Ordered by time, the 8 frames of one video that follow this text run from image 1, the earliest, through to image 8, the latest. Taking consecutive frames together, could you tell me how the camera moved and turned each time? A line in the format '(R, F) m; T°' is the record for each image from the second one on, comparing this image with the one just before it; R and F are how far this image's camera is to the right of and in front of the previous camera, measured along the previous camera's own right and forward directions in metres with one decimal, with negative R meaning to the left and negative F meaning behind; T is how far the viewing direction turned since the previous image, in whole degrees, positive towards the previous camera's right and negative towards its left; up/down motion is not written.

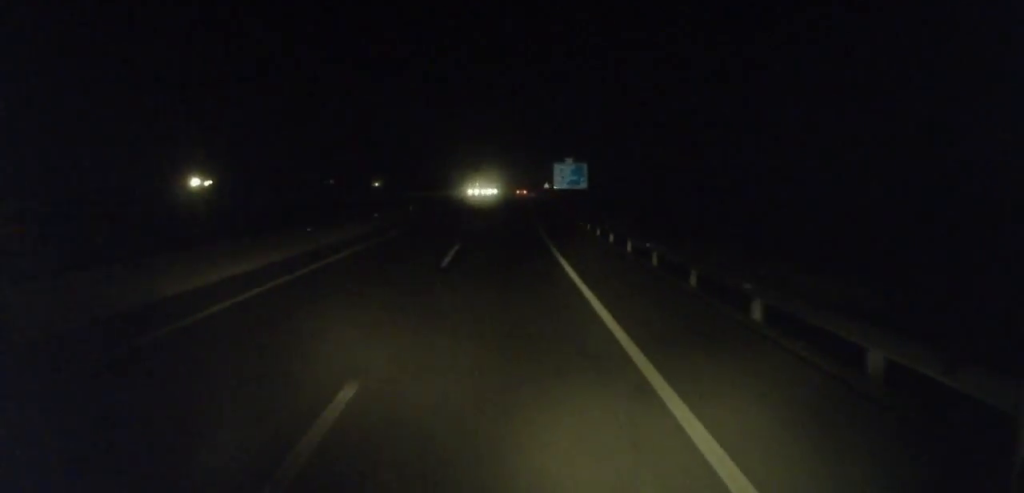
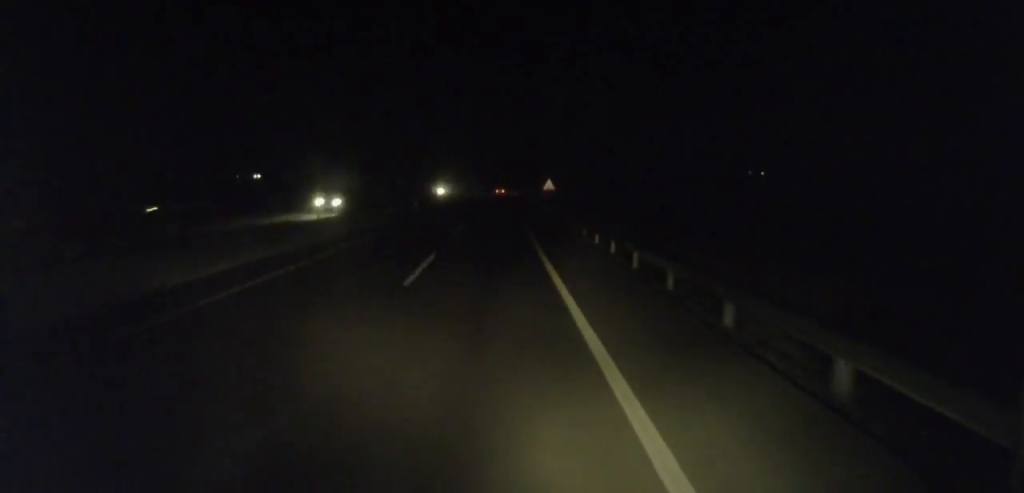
(+2.6, +88.3) m; +3°
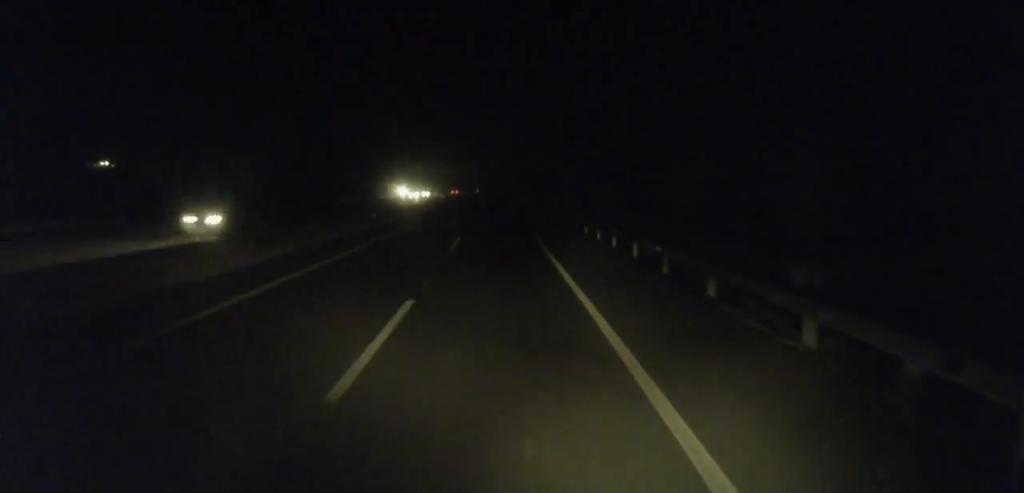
(+2.7, +161.2) m; 0°
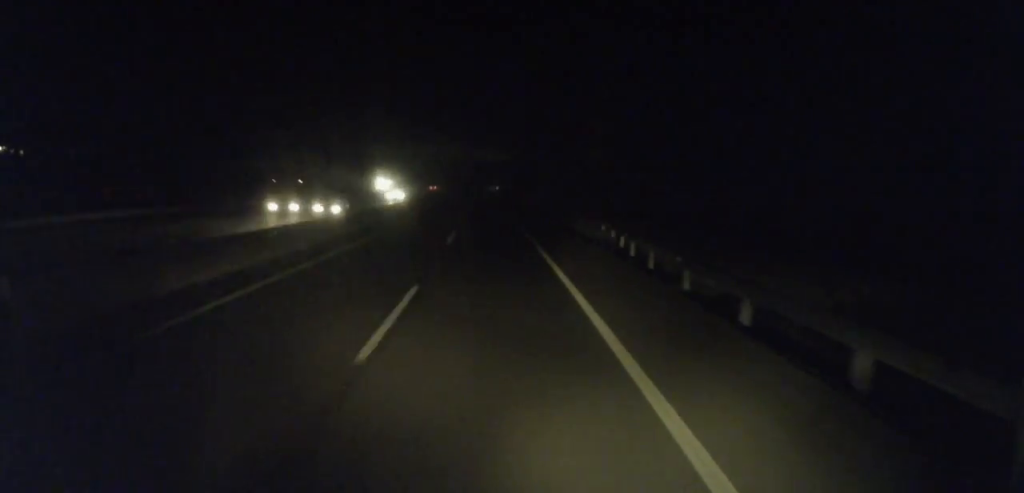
(-0.4, +66.7) m; -2°
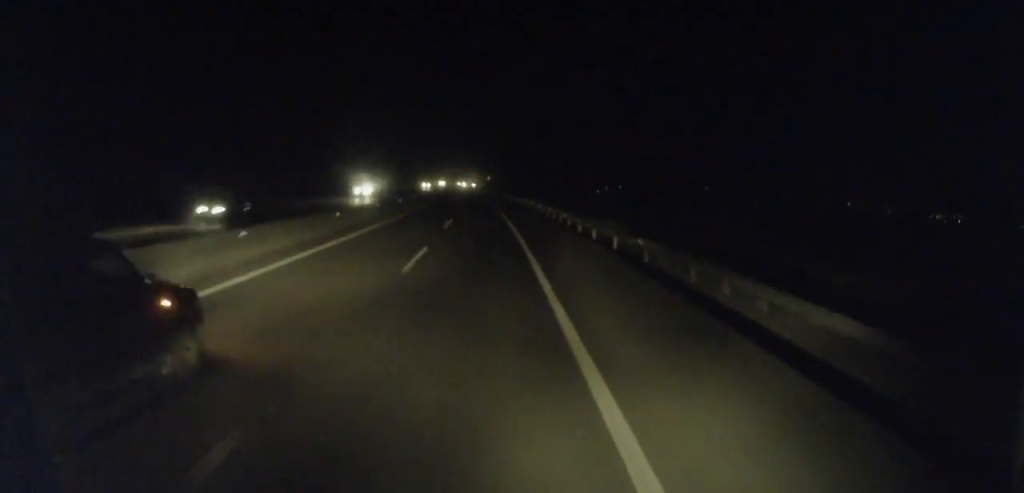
(-10.9, +162.3) m; -8°
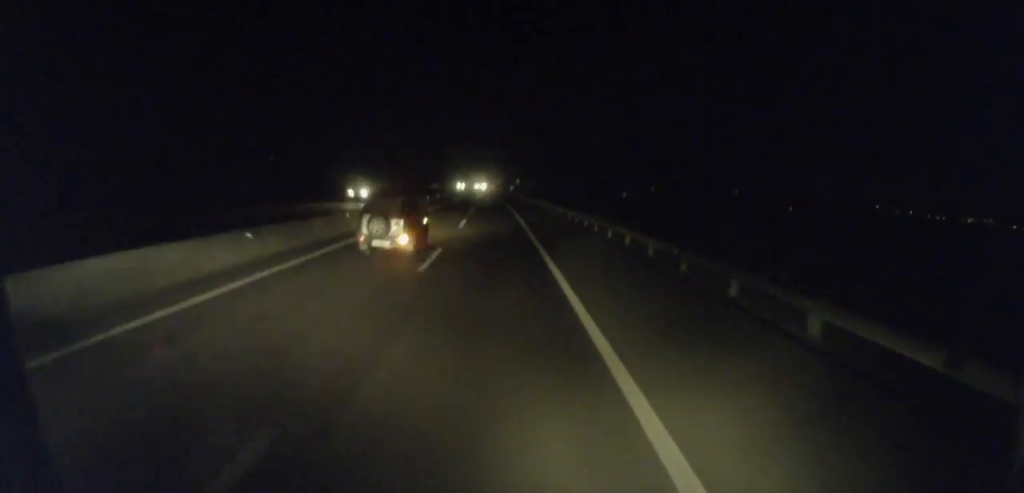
(-0.8, +51.2) m; -2°
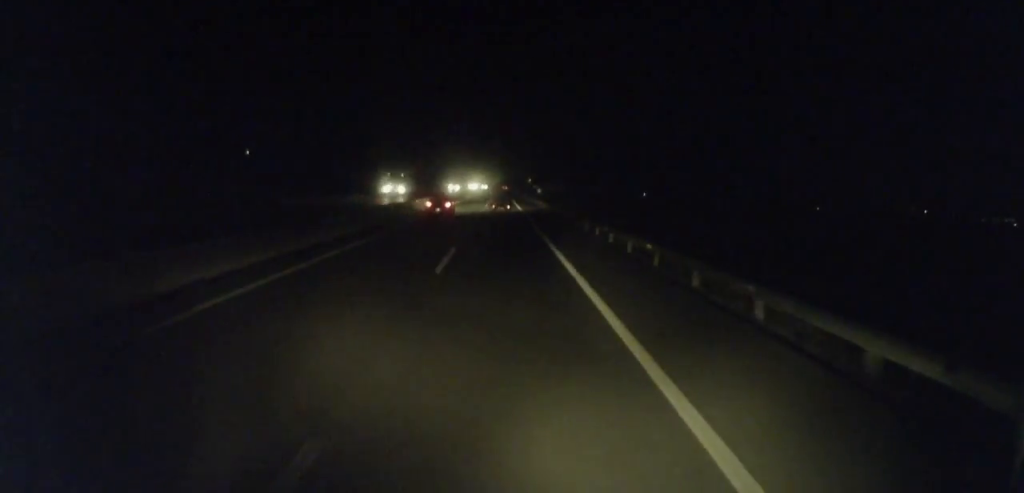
(-3.6, +102.1) m; -2°
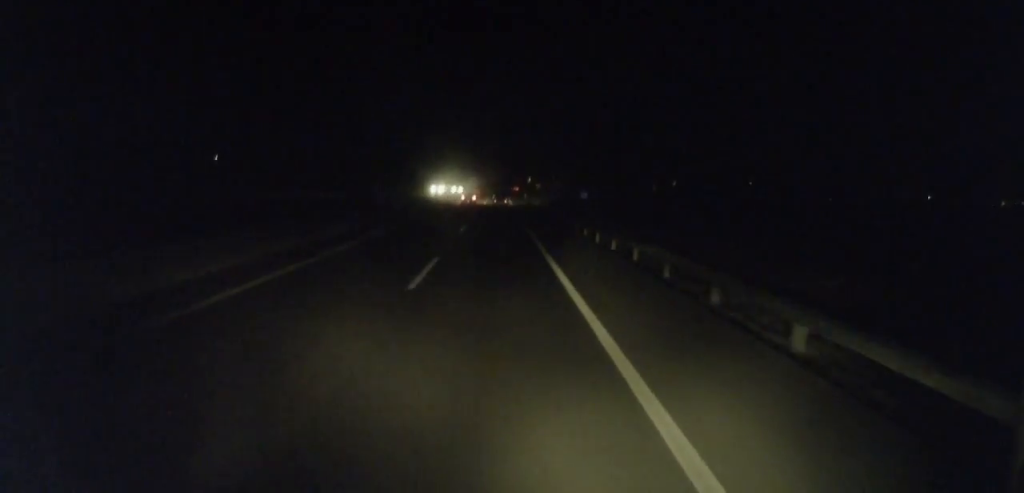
(+0.5, +70.0) m; -1°
